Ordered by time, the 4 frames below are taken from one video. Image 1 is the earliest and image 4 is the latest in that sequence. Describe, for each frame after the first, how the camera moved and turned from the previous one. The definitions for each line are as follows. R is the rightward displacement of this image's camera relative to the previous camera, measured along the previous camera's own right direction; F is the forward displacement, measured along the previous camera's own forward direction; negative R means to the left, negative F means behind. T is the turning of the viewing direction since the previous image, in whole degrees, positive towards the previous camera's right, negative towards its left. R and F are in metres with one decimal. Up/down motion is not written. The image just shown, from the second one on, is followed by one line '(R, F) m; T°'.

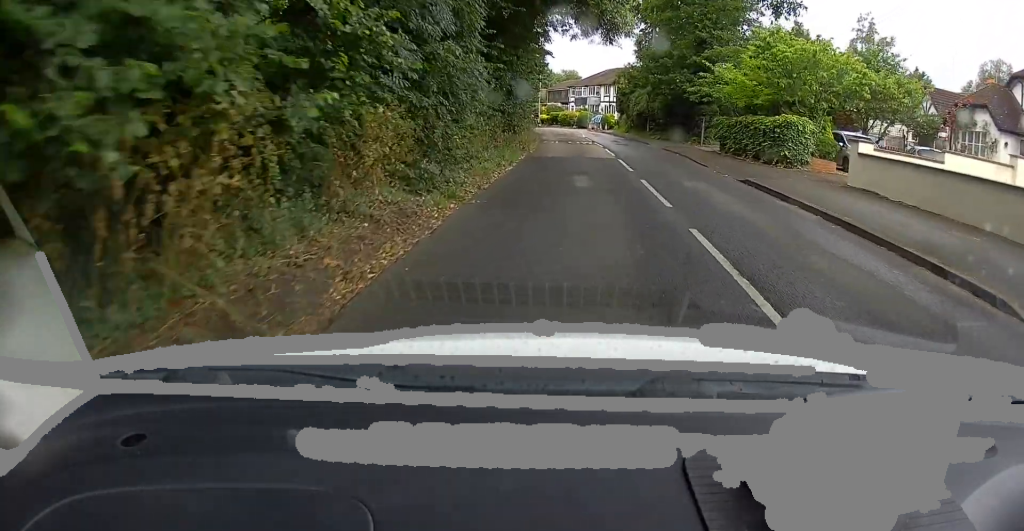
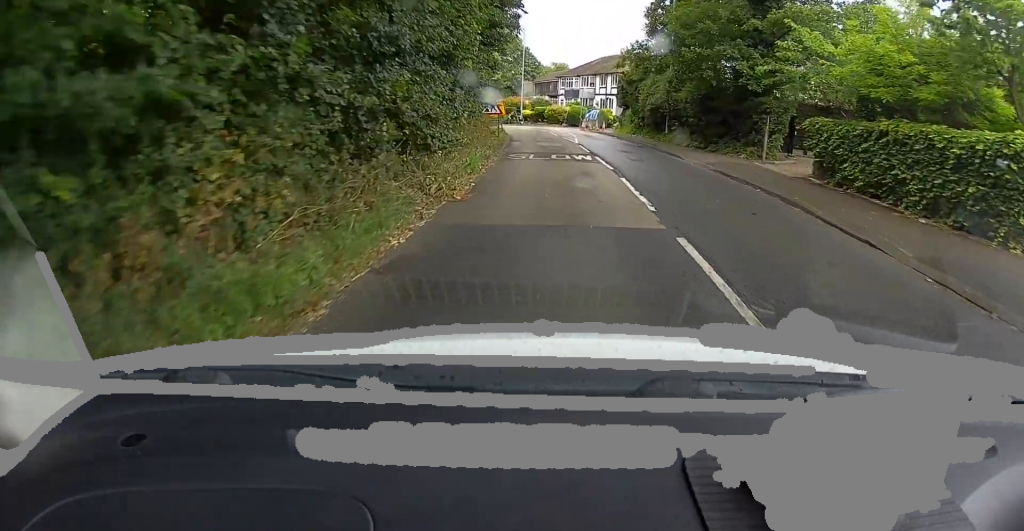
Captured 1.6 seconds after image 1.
(+0.1, +13.0) m; +3°
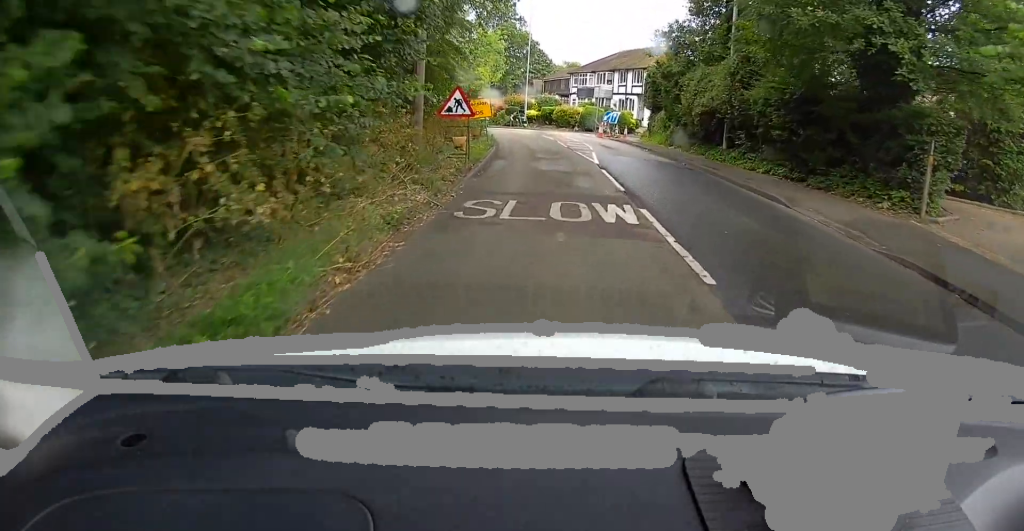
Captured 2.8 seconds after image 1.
(+0.3, +9.3) m; +4°
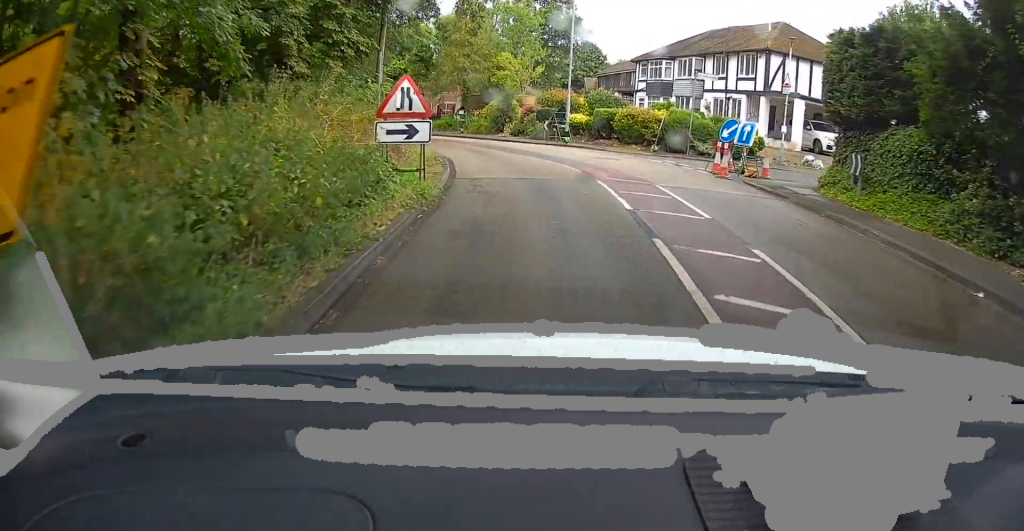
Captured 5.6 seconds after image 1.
(+1.2, +19.5) m; -1°
